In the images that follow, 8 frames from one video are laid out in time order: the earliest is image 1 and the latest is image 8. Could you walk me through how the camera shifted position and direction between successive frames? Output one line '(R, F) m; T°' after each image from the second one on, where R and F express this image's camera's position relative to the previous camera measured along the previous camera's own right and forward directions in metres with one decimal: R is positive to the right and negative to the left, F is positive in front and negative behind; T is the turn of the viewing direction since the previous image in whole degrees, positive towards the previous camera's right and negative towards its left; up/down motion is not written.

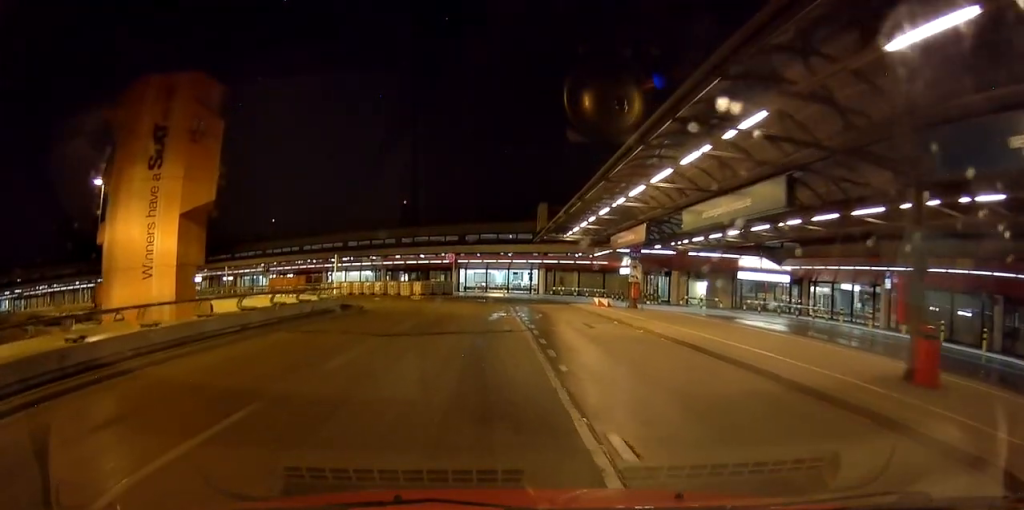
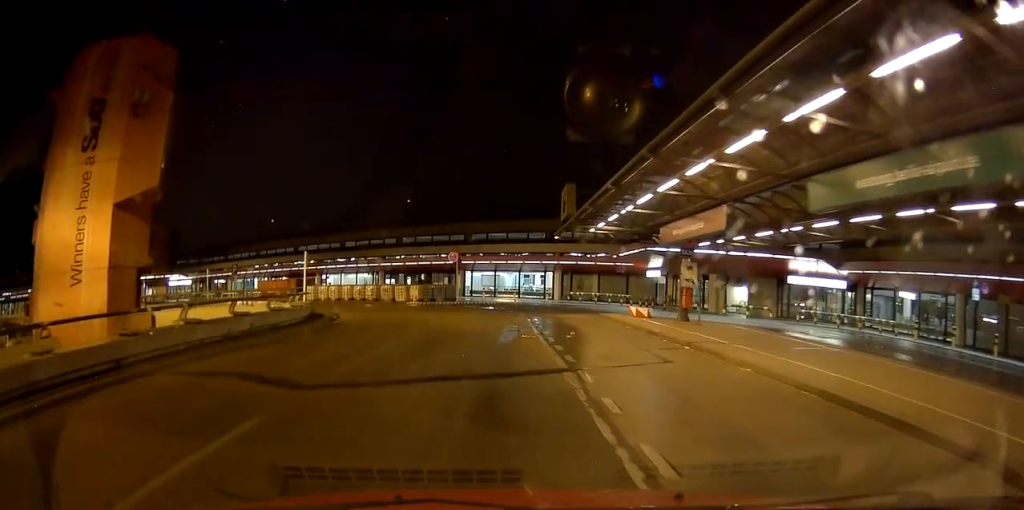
(+0.5, +6.1) m; +5°
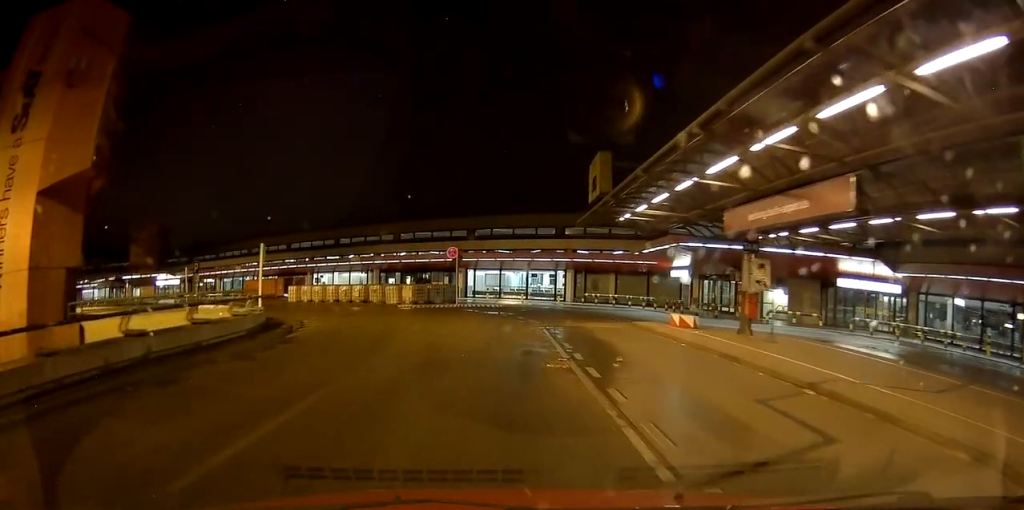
(0.0, +4.9) m; -2°
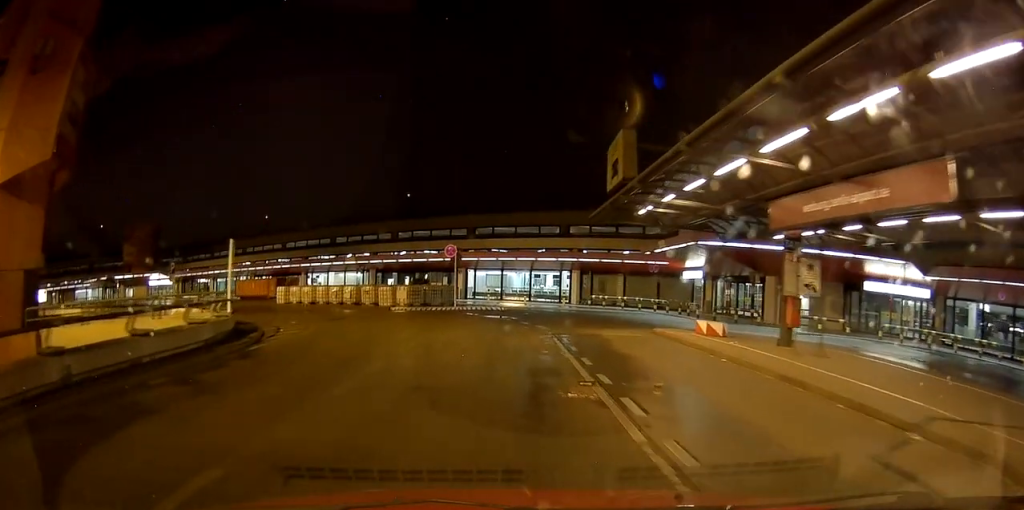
(-0.1, +2.4) m; -2°
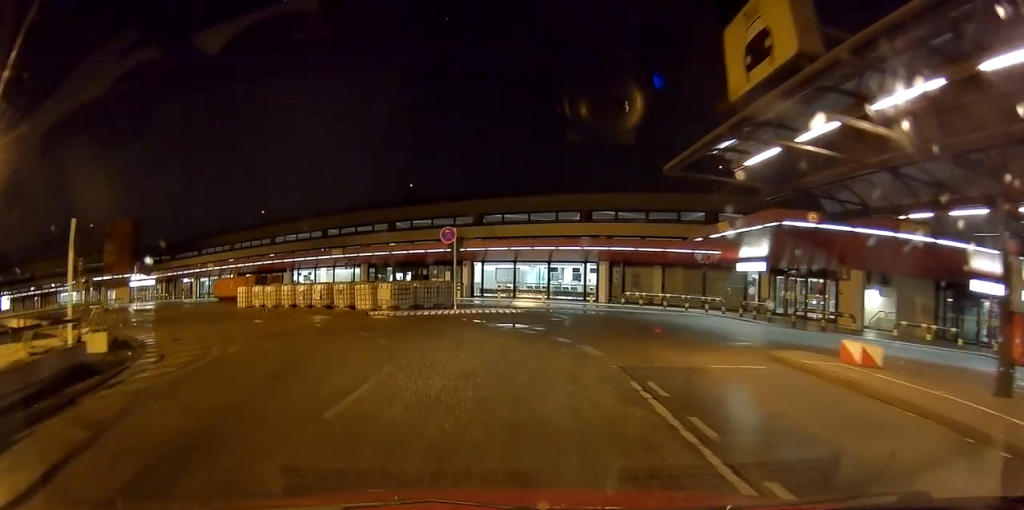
(-0.3, +7.5) m; -3°
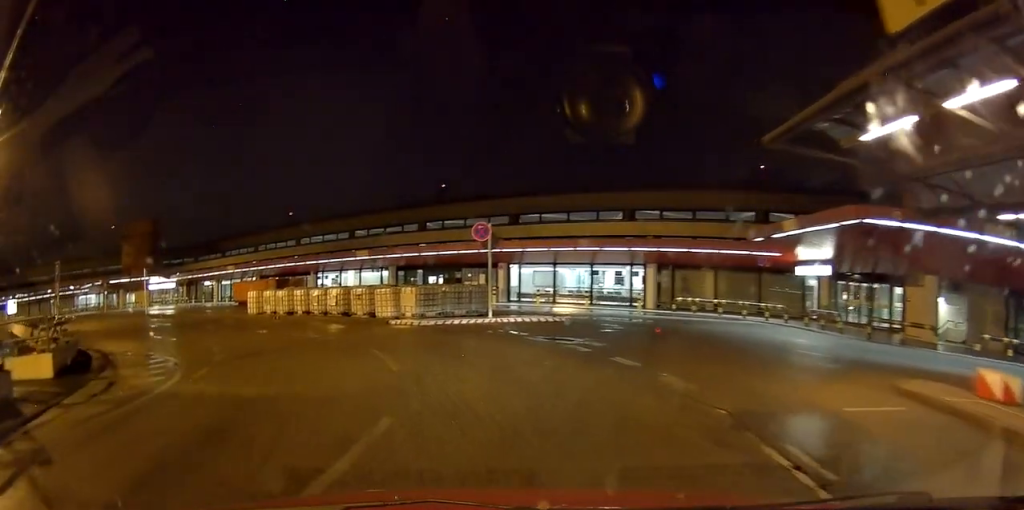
(0.0, +2.9) m; -3°
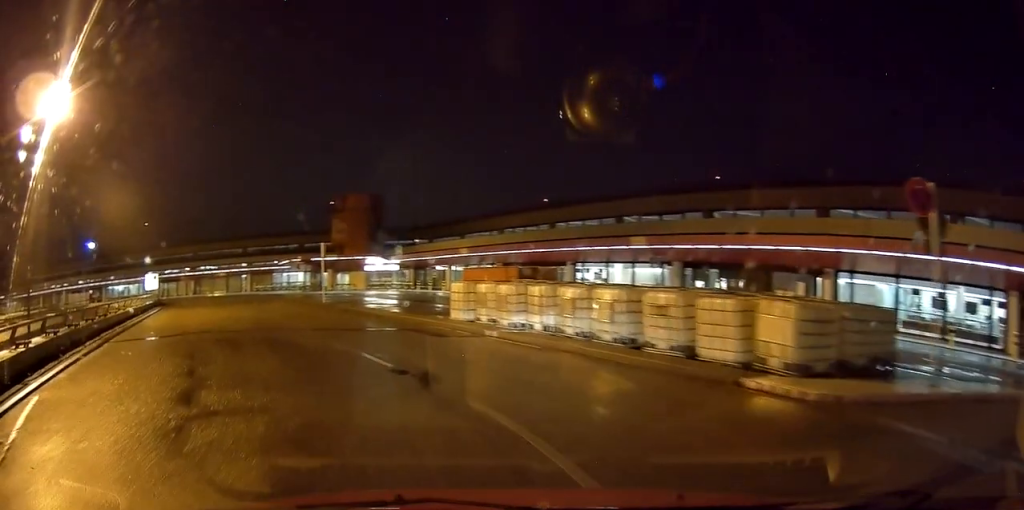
(-2.3, +9.9) m; -27°
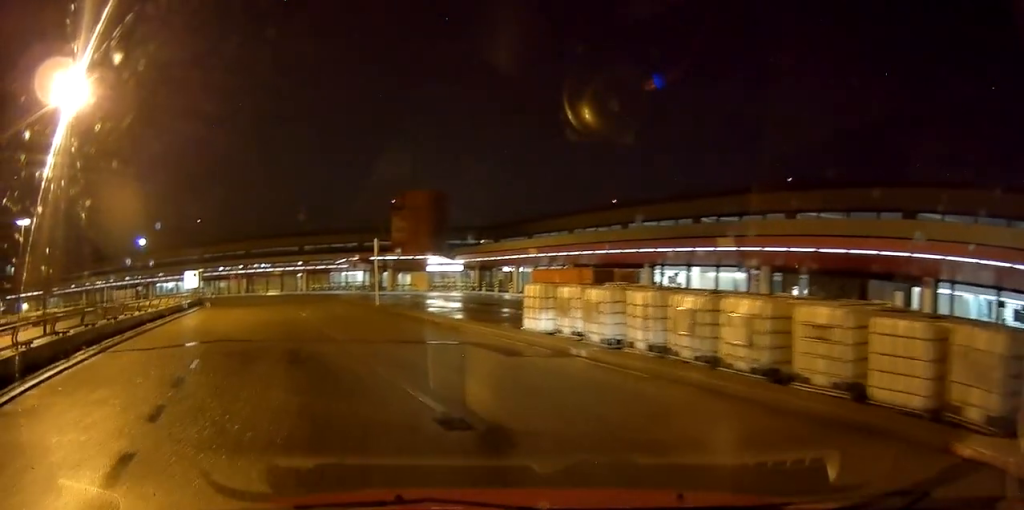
(0.0, +2.7) m; -6°
